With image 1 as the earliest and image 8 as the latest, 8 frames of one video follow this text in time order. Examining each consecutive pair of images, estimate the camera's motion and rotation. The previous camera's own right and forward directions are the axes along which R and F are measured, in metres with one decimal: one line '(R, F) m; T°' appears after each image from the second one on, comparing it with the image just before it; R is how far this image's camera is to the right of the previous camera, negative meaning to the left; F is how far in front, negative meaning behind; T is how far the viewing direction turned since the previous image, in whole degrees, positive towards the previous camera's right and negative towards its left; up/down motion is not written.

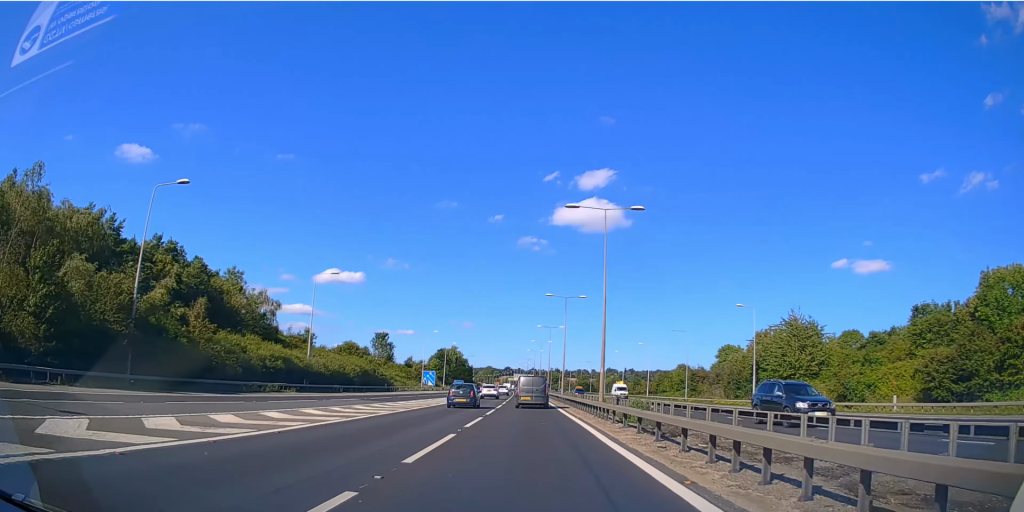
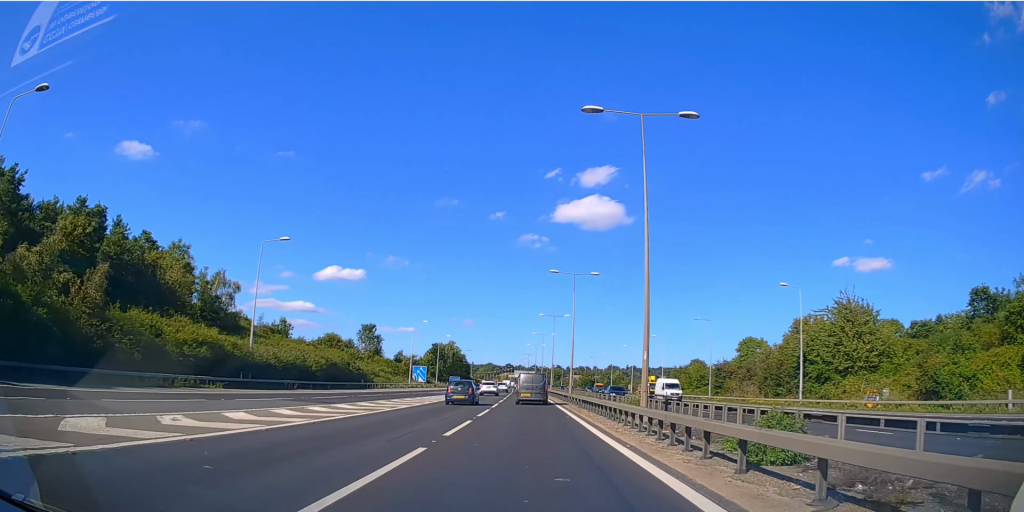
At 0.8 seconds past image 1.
(0.0, +13.0) m; 0°
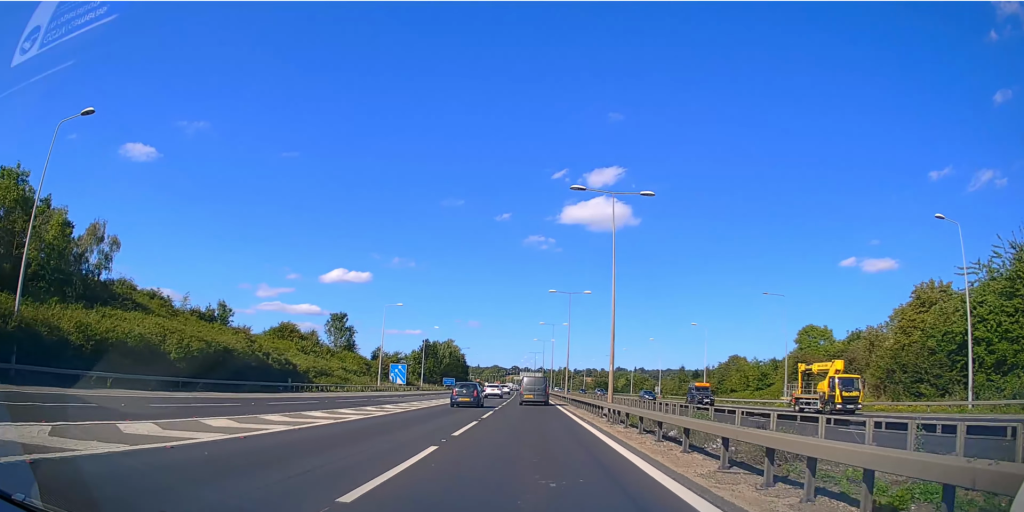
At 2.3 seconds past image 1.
(-0.2, +25.2) m; 0°
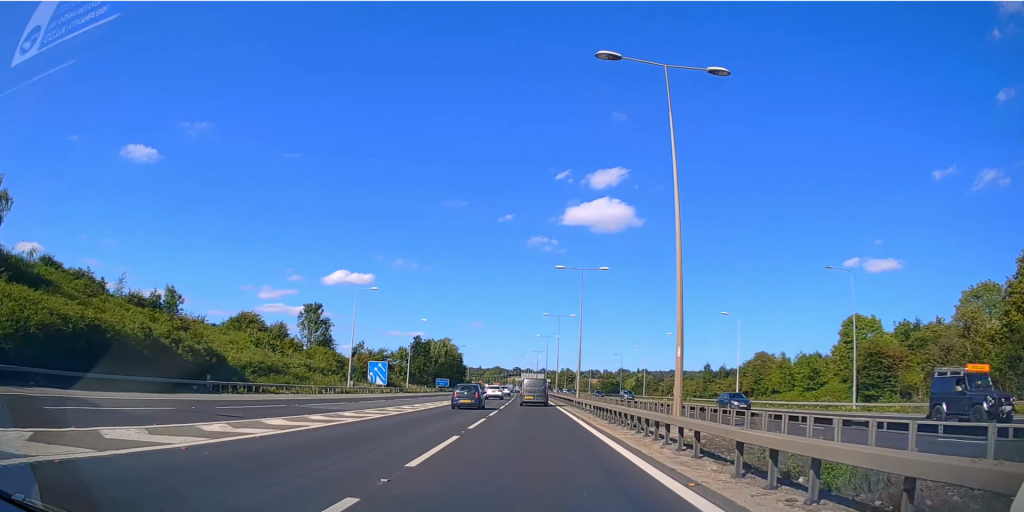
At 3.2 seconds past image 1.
(+0.1, +14.4) m; 0°
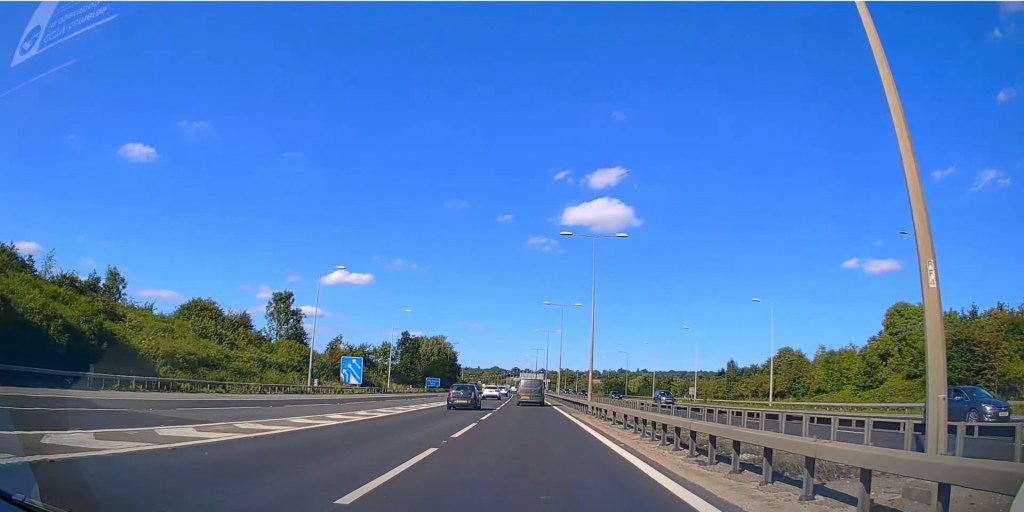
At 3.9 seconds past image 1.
(-0.1, +11.8) m; 0°
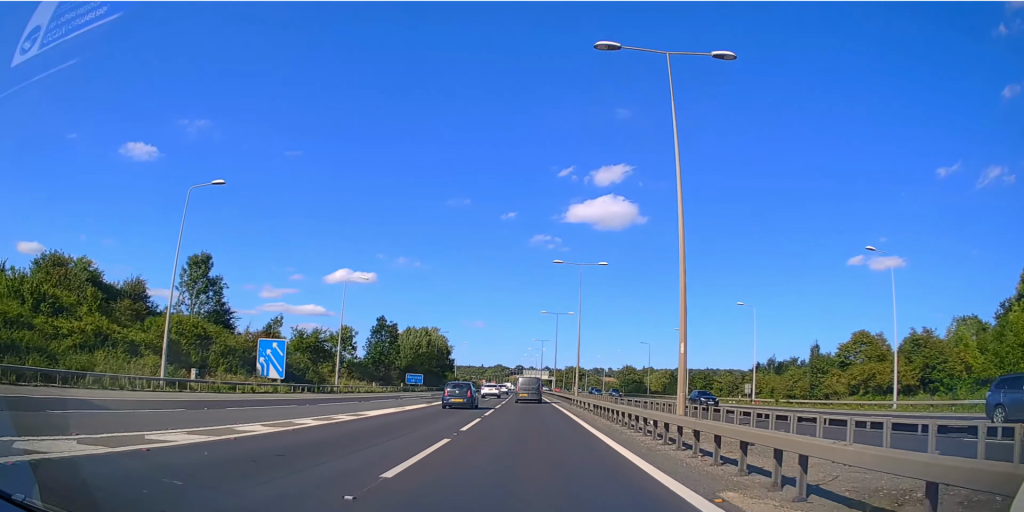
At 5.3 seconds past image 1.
(0.0, +23.5) m; 0°
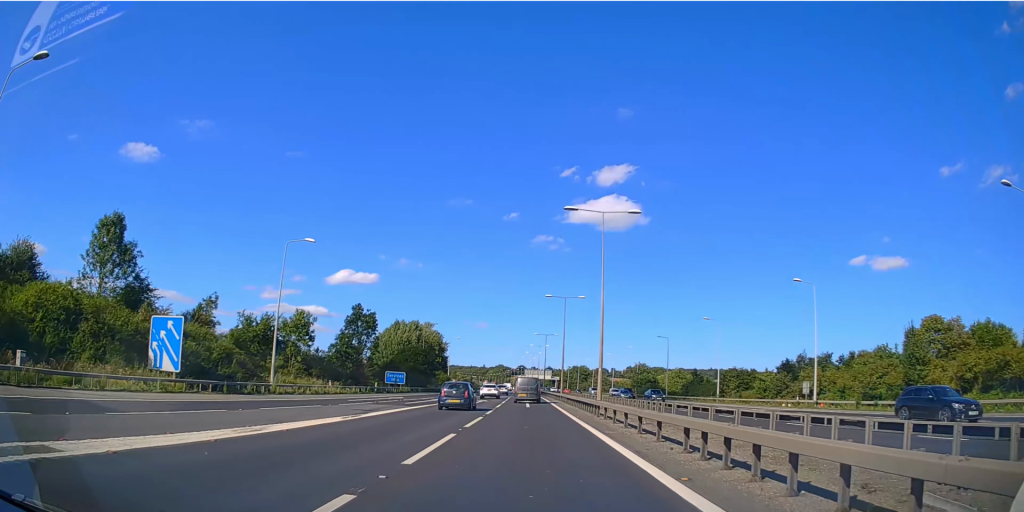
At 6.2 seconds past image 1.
(+0.1, +16.1) m; 0°
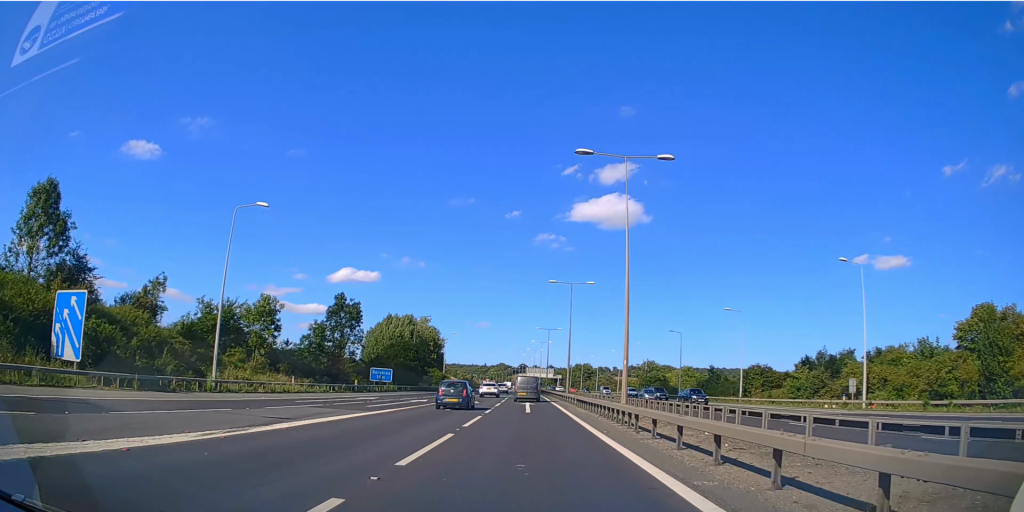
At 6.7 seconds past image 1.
(0.0, +9.1) m; 0°
